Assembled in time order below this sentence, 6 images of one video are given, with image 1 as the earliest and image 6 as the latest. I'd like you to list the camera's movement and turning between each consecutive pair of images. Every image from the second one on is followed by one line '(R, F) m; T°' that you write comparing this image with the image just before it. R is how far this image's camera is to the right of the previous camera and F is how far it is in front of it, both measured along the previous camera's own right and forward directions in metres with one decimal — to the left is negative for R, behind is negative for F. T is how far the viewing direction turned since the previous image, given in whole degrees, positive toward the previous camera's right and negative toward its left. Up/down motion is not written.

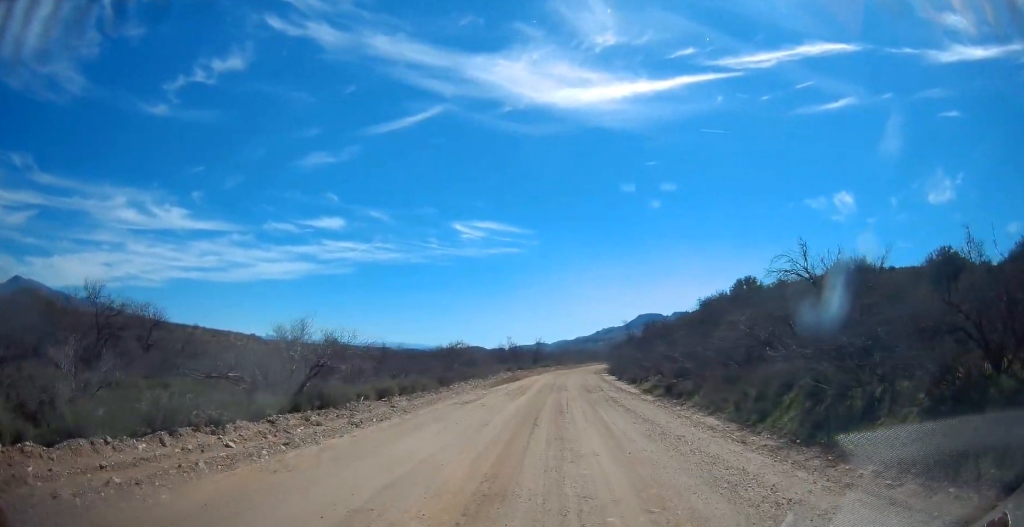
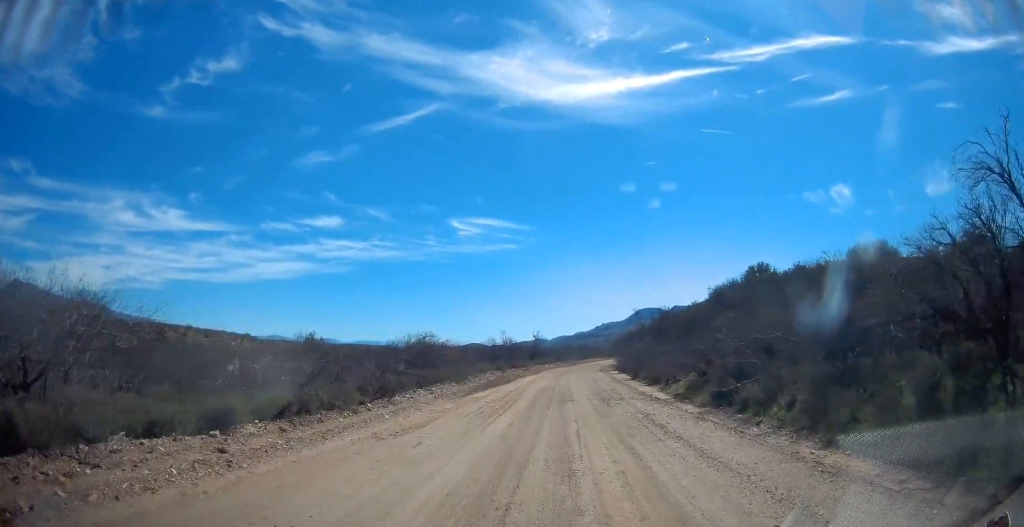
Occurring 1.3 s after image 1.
(-0.4, +8.9) m; -1°
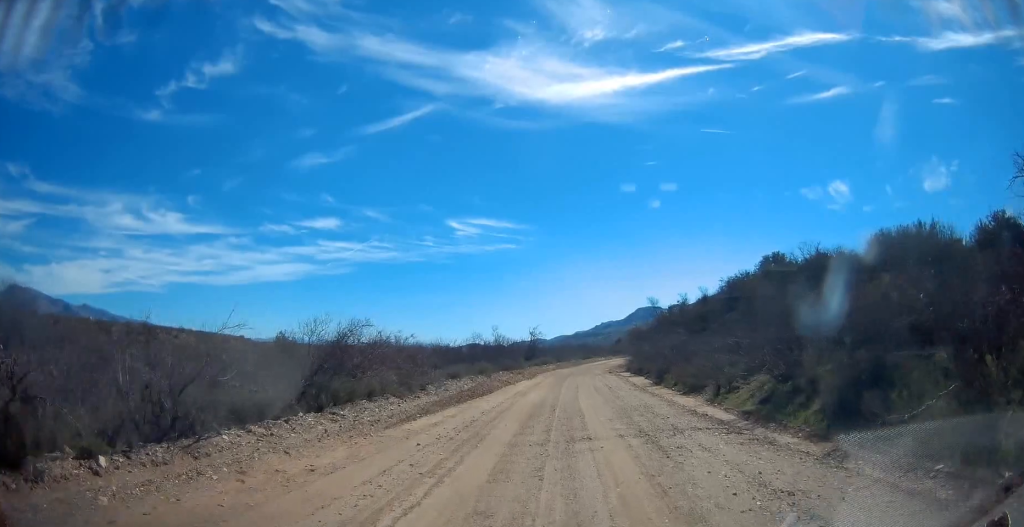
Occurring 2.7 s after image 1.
(+0.4, +9.3) m; +2°
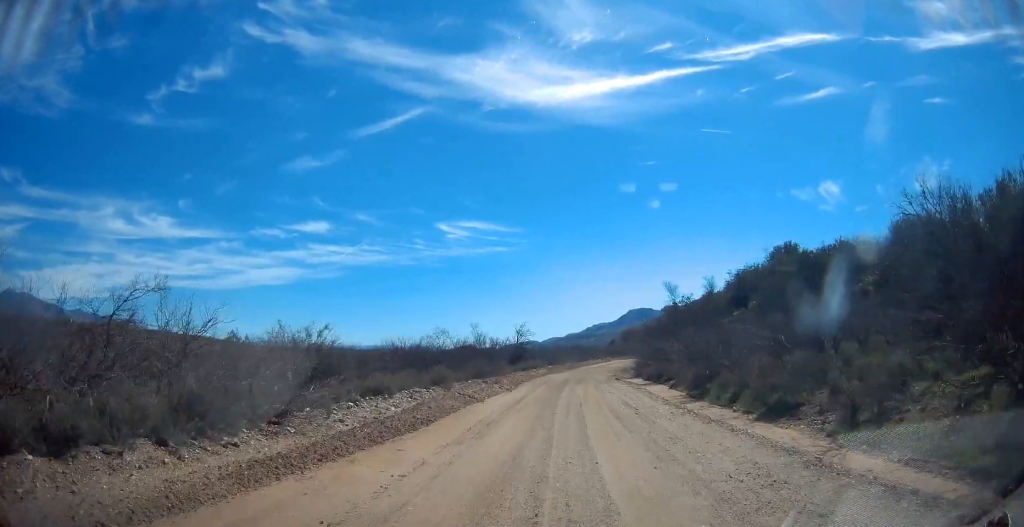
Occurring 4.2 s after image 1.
(-0.2, +9.9) m; -1°
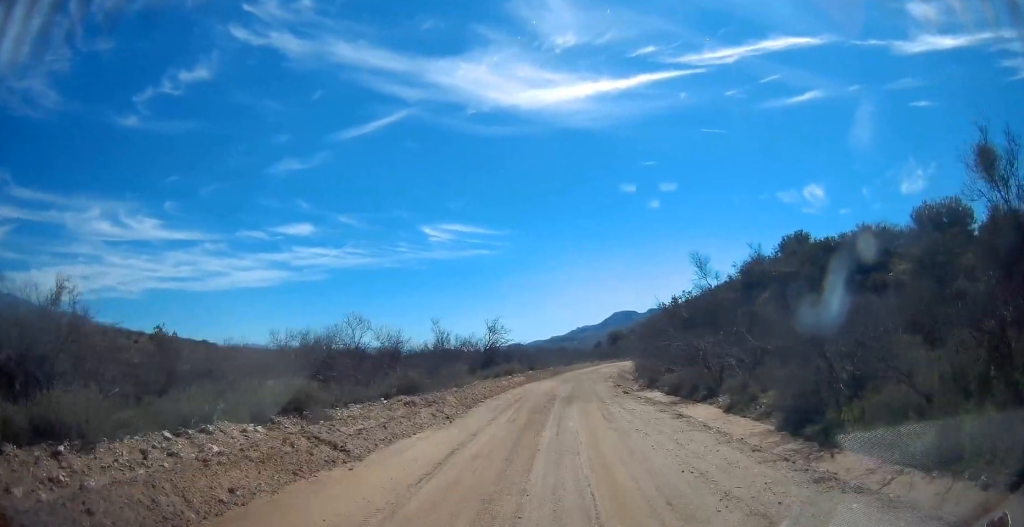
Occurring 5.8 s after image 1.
(+0.5, +10.3) m; +3°
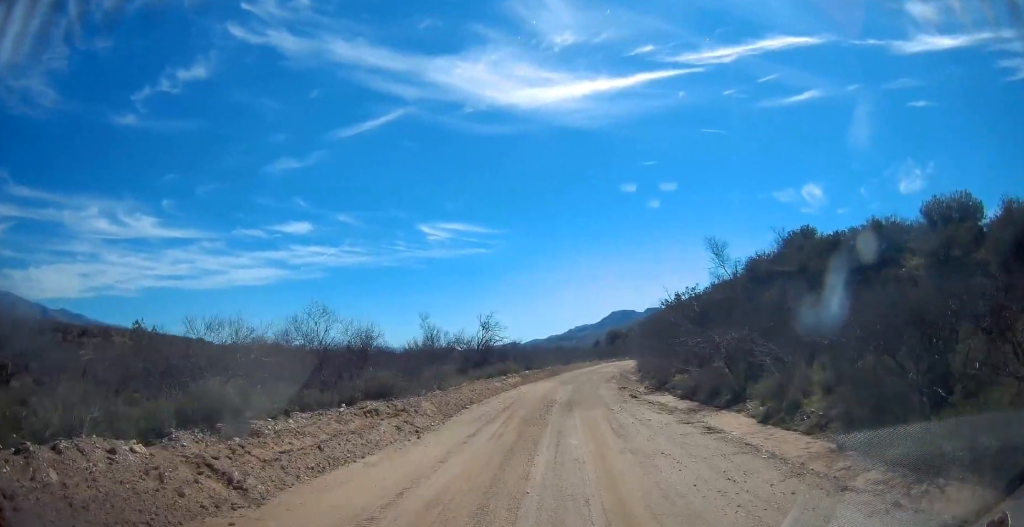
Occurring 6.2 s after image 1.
(0.0, +2.8) m; 0°
